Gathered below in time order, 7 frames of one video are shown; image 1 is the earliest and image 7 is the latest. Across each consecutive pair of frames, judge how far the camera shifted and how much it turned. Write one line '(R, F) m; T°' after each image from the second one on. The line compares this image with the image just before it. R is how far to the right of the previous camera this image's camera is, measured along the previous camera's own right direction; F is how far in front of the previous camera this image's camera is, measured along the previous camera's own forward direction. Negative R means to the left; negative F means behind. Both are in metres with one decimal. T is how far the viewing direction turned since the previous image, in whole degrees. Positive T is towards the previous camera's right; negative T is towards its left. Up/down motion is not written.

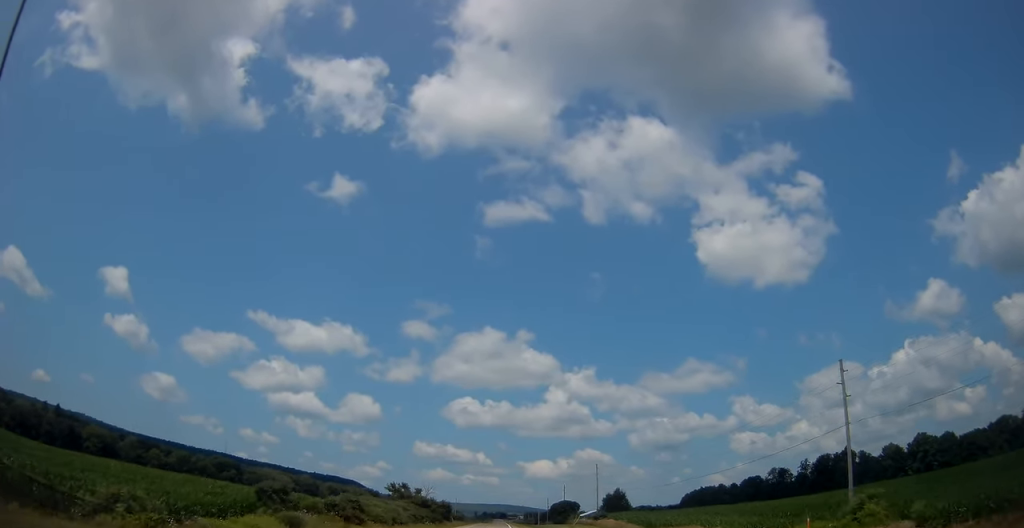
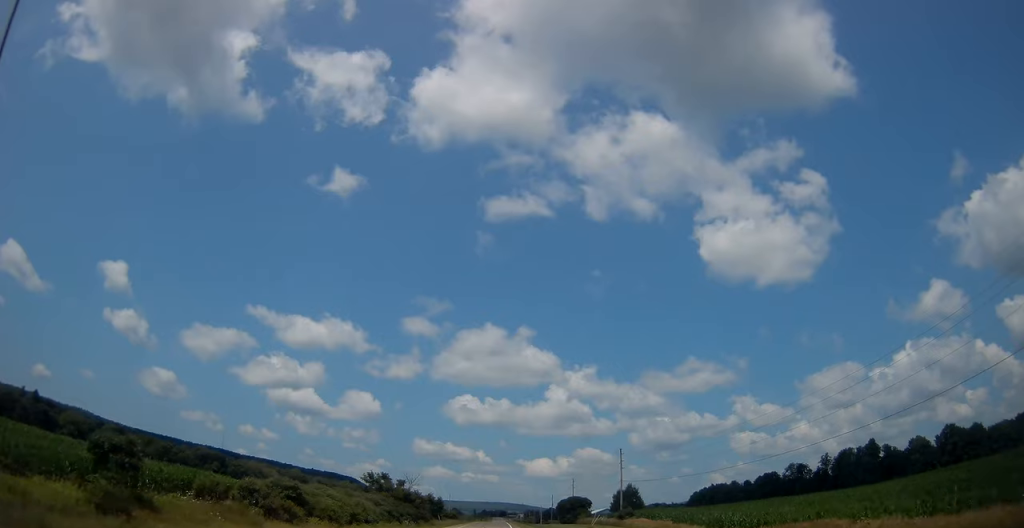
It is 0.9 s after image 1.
(+0.2, +21.9) m; +1°
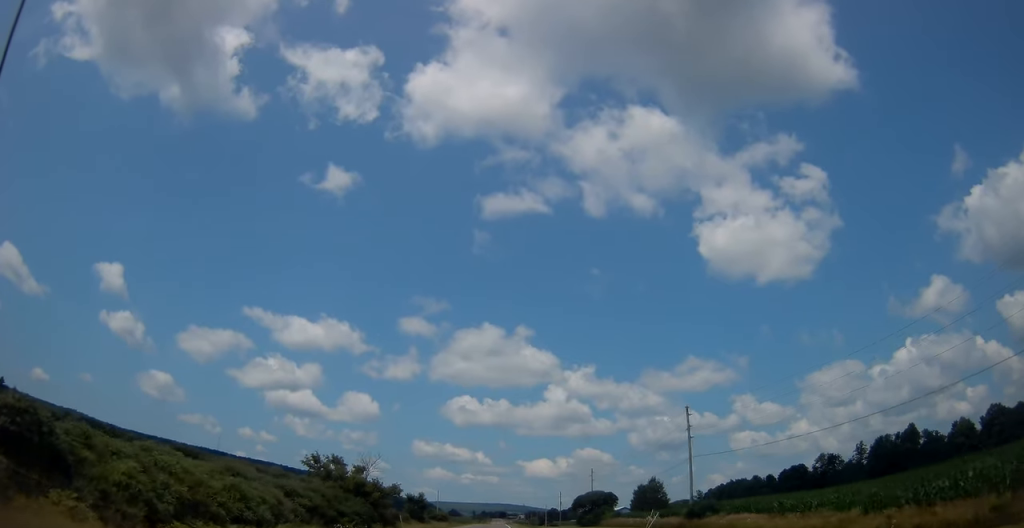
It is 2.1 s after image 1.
(+0.3, +31.9) m; 0°
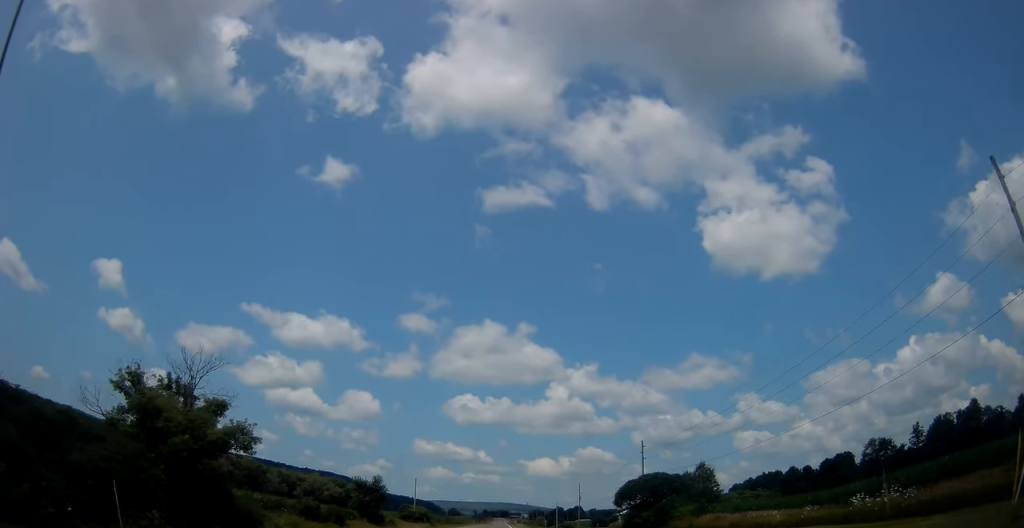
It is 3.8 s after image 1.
(0.0, +41.1) m; -1°
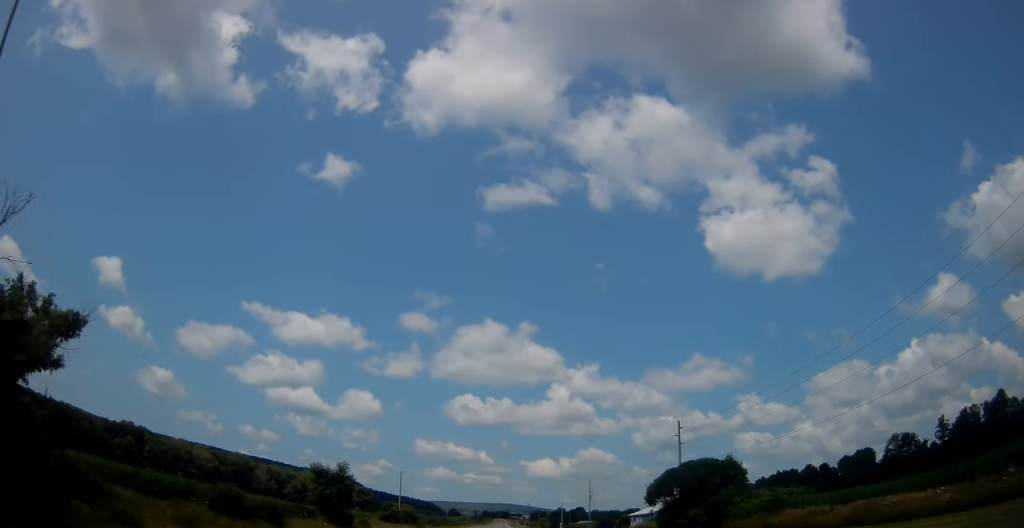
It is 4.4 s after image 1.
(0.0, +16.0) m; -1°
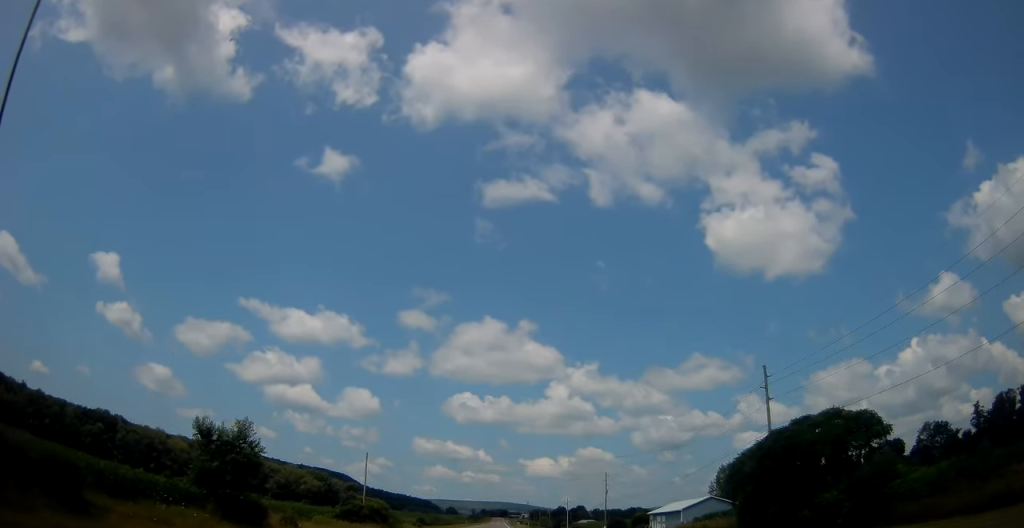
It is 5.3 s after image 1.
(-0.4, +21.9) m; 0°
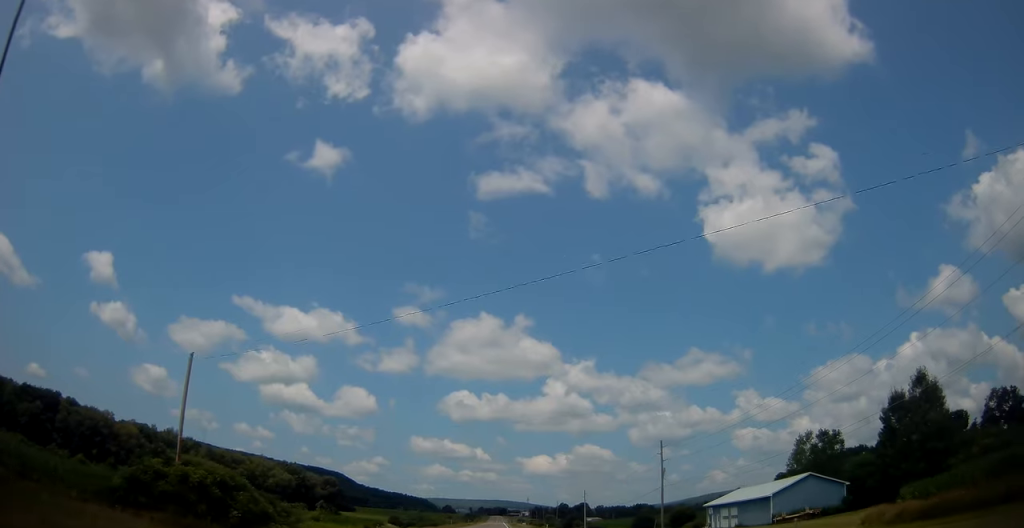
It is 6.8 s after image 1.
(+0.8, +39.5) m; +1°
